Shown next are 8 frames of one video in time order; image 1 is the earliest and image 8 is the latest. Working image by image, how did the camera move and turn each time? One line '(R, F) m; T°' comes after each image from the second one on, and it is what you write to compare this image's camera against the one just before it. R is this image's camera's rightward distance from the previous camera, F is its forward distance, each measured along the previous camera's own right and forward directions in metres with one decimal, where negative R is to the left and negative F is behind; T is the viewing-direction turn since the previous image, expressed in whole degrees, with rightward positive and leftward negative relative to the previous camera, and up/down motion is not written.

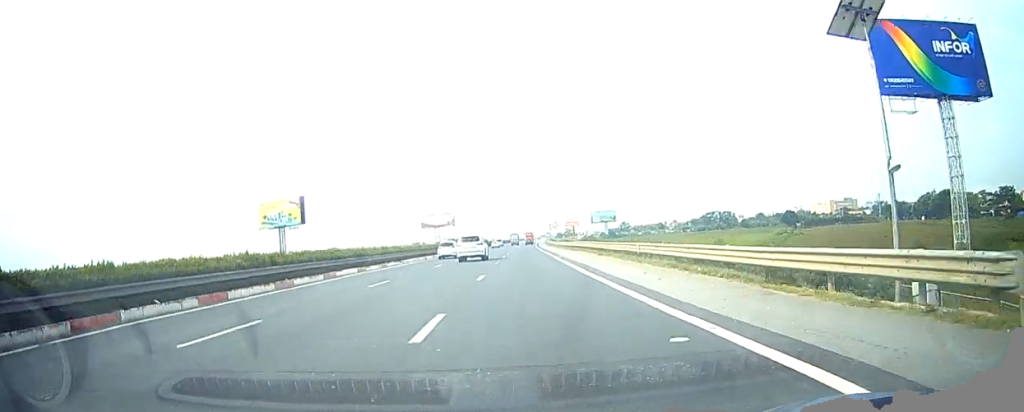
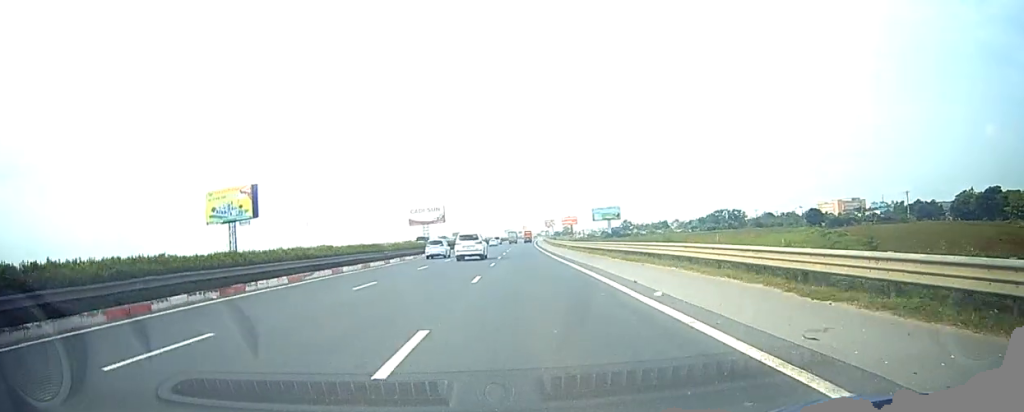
(+0.1, +31.6) m; 0°
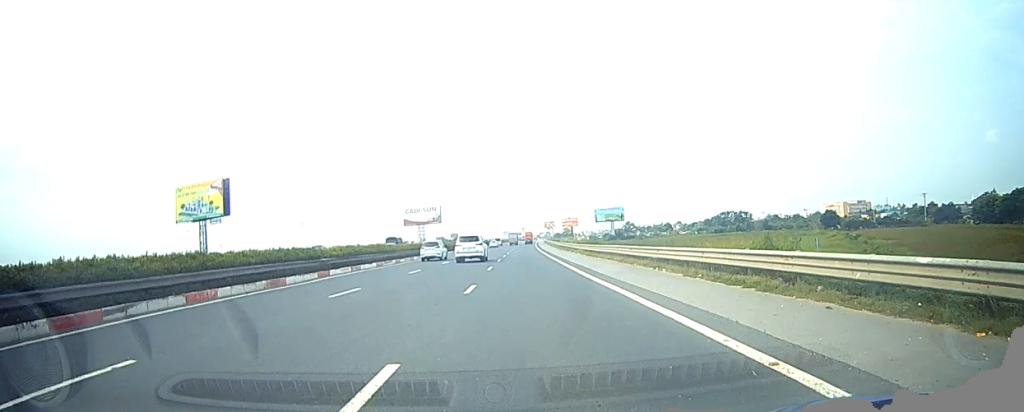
(0.0, +15.3) m; 0°
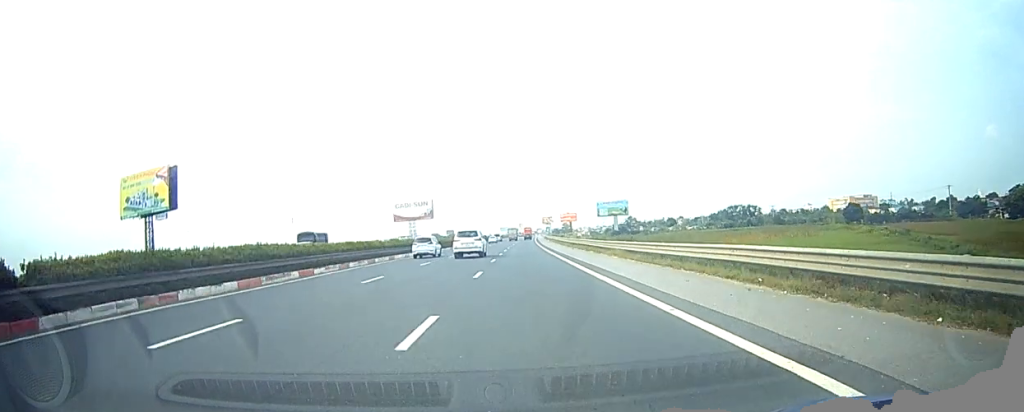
(0.0, +22.6) m; 0°
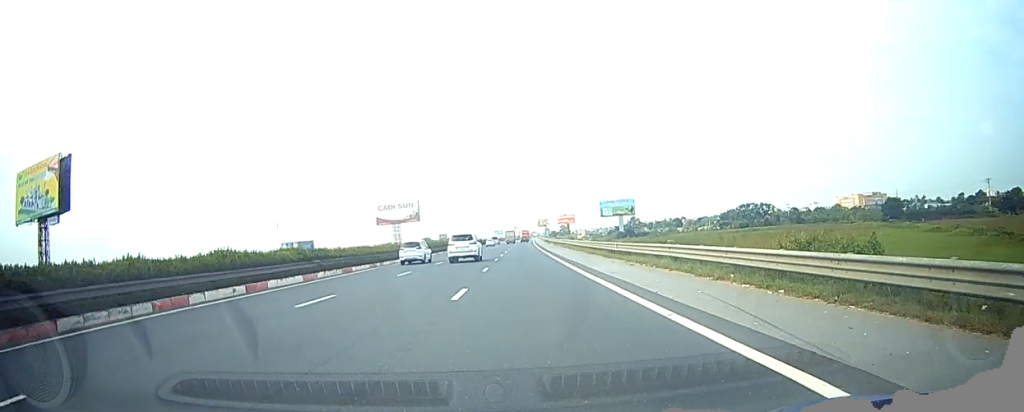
(0.0, +30.7) m; 0°
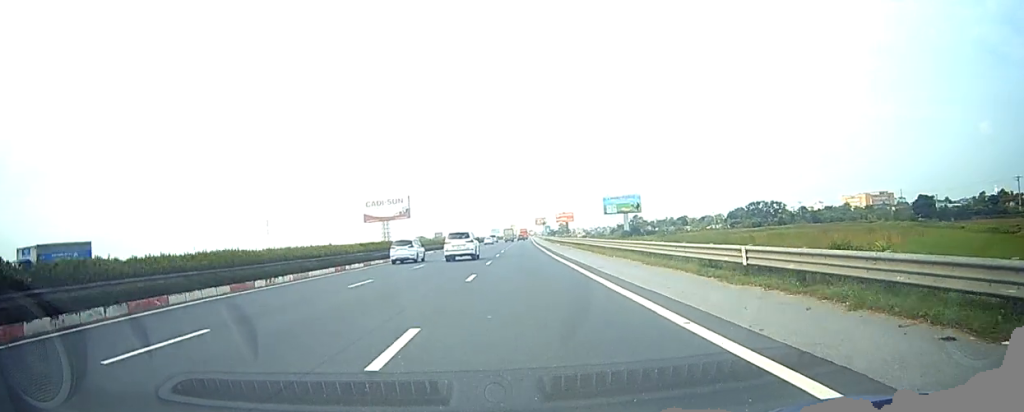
(-0.1, +20.1) m; +1°
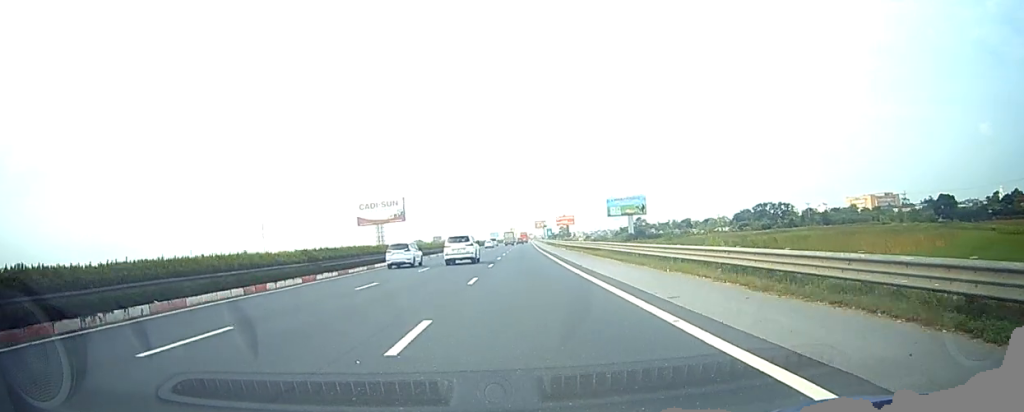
(+0.2, +11.3) m; +1°
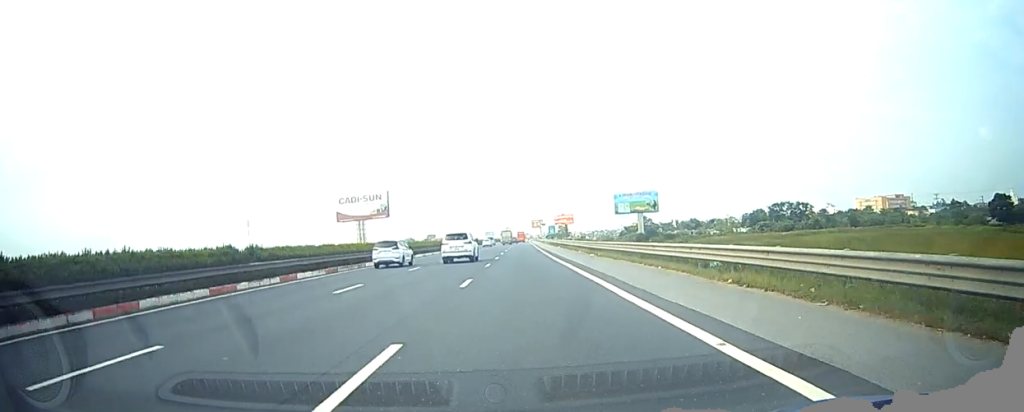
(+0.3, +27.7) m; +1°
